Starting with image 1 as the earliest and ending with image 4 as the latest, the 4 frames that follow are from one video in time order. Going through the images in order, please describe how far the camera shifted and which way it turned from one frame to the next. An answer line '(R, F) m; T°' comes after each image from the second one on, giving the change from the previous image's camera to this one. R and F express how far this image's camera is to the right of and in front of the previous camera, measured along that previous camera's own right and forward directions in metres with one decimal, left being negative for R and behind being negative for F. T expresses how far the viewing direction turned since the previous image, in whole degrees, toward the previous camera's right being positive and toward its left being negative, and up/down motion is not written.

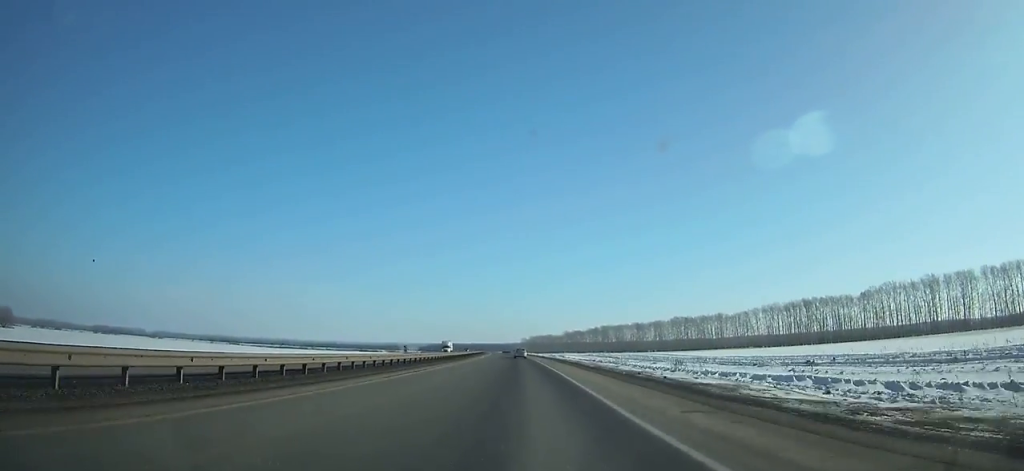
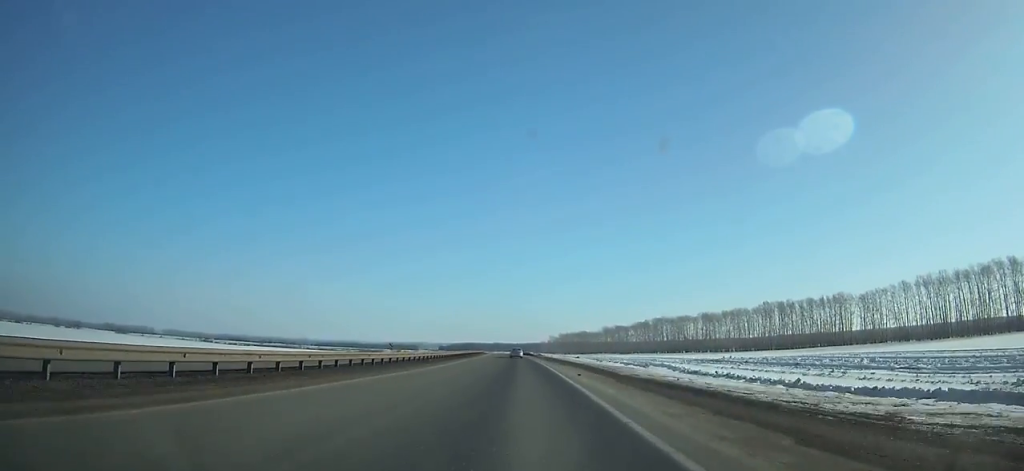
(-2.6, +123.4) m; -3°
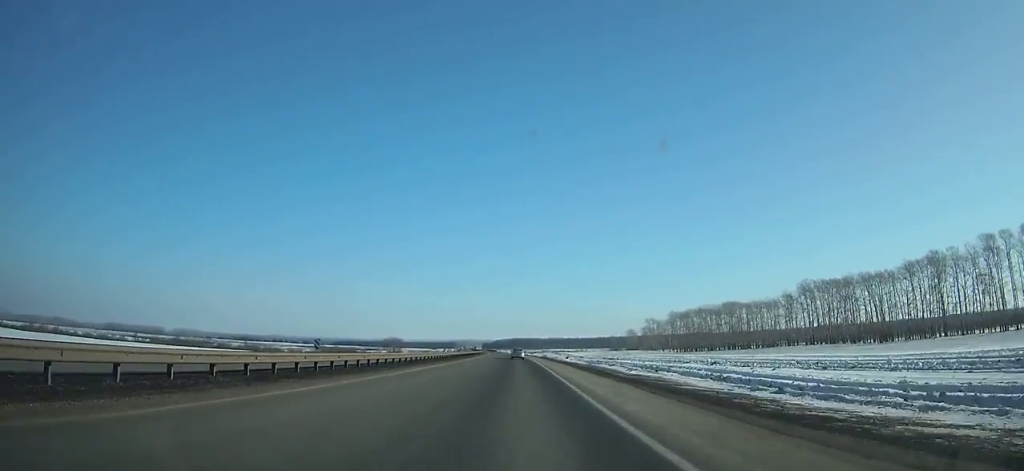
(-15.9, +289.5) m; -6°
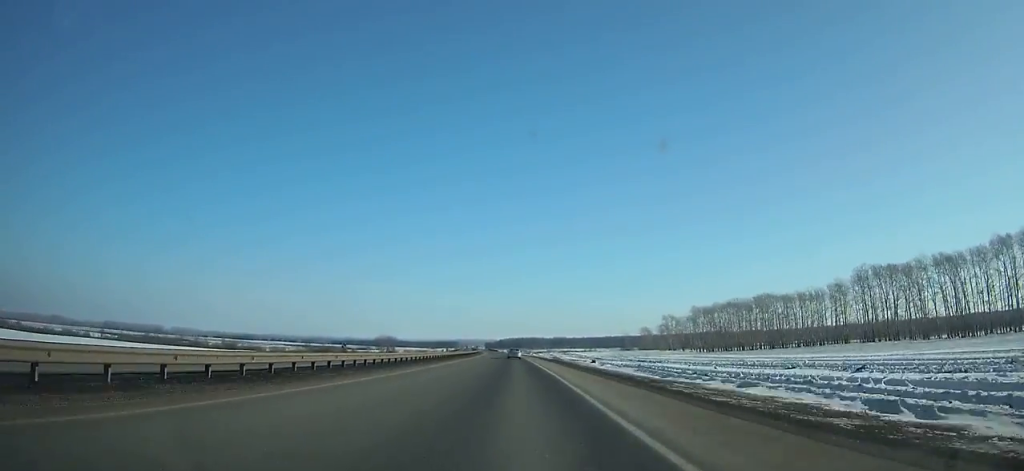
(-0.4, +36.4) m; -1°
